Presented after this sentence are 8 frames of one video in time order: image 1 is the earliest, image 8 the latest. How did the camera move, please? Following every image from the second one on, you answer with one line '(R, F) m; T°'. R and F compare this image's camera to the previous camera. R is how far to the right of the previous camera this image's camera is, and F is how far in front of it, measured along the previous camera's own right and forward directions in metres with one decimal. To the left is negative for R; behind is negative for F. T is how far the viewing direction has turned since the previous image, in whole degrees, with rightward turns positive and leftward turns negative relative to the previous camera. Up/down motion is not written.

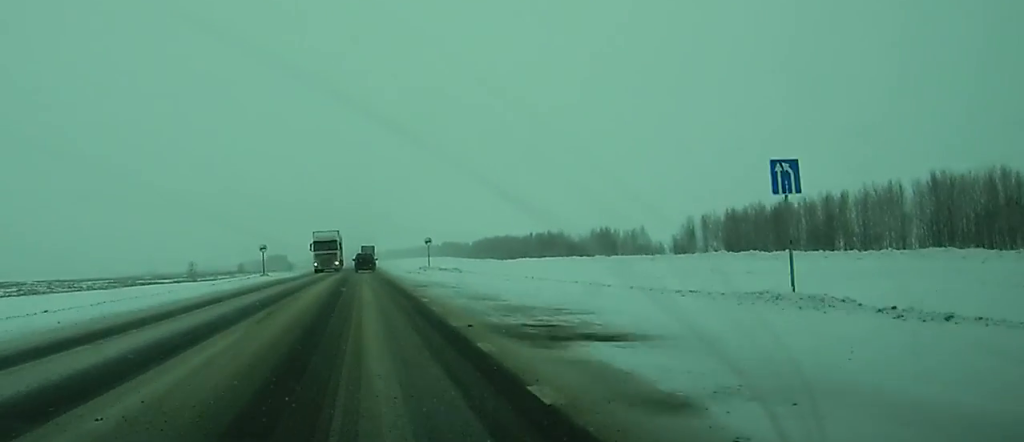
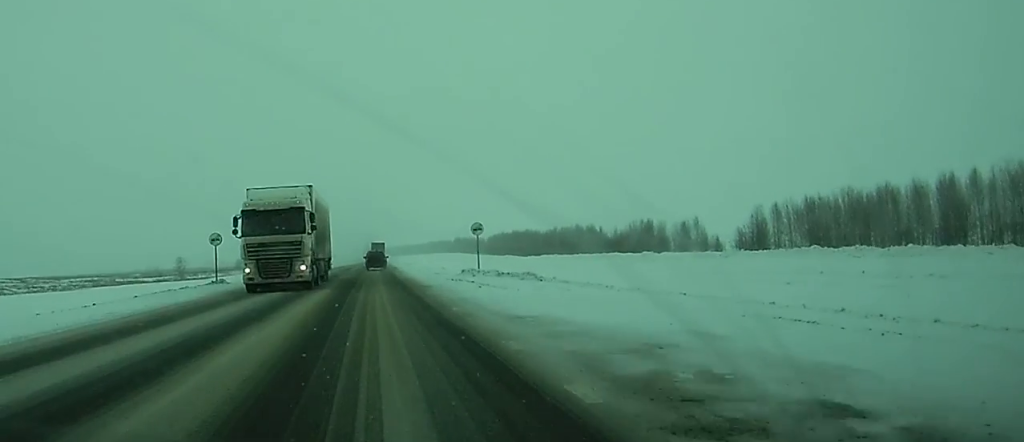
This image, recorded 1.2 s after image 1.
(0.0, +28.2) m; 0°
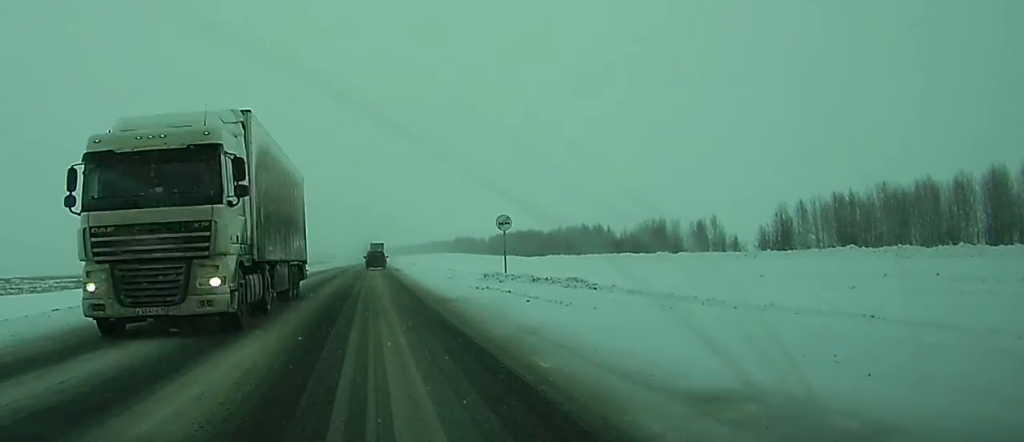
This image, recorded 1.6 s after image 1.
(0.0, +9.7) m; 0°
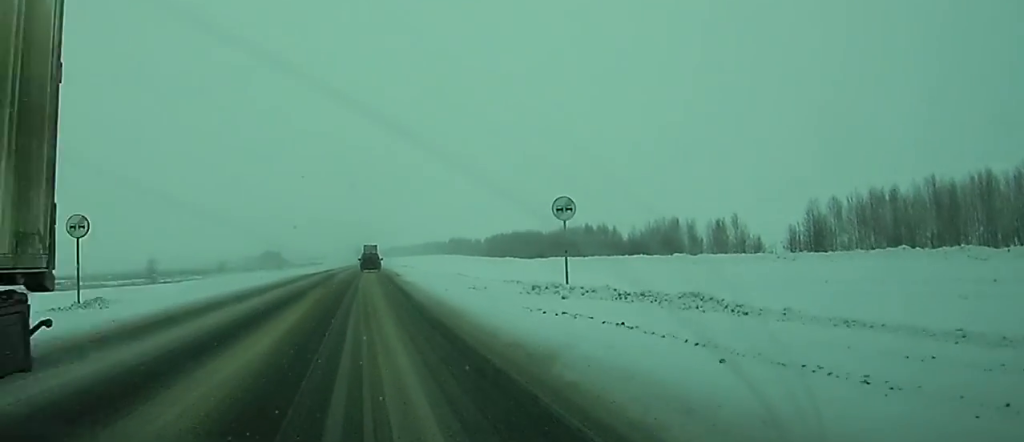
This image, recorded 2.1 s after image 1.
(0.0, +12.9) m; 0°
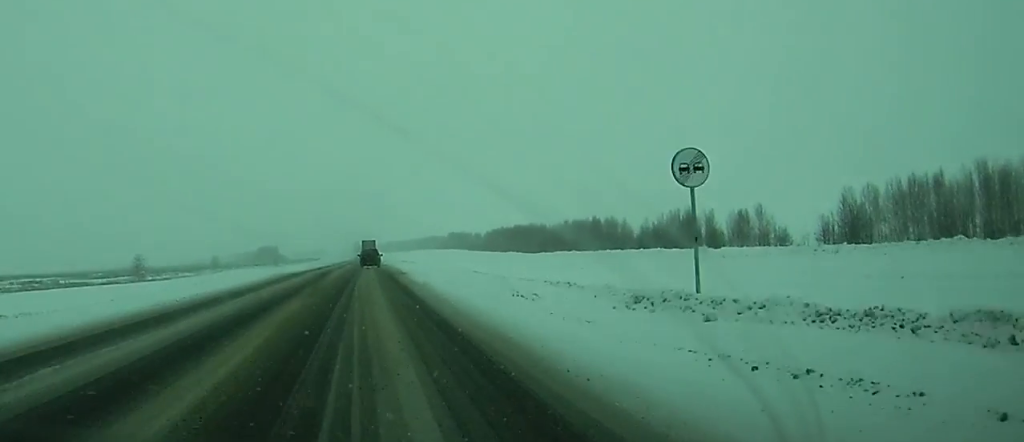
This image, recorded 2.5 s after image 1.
(0.0, +10.5) m; 0°
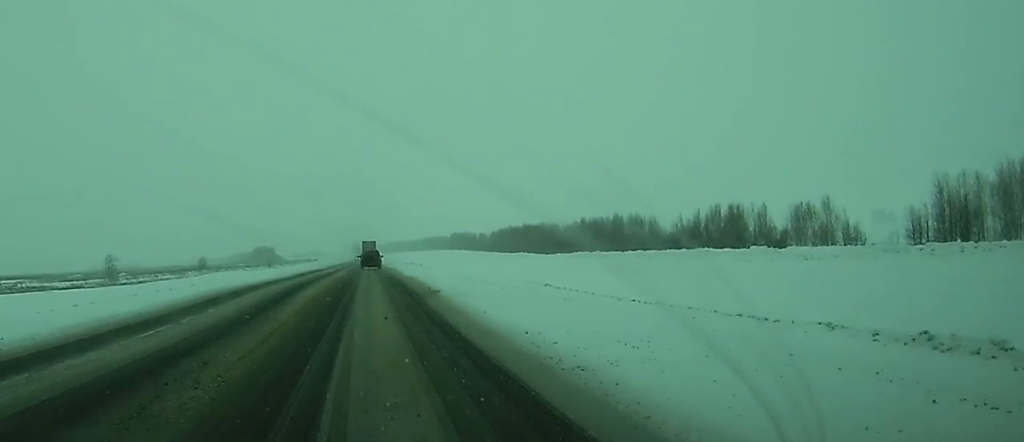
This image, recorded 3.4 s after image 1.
(0.0, +21.8) m; 0°
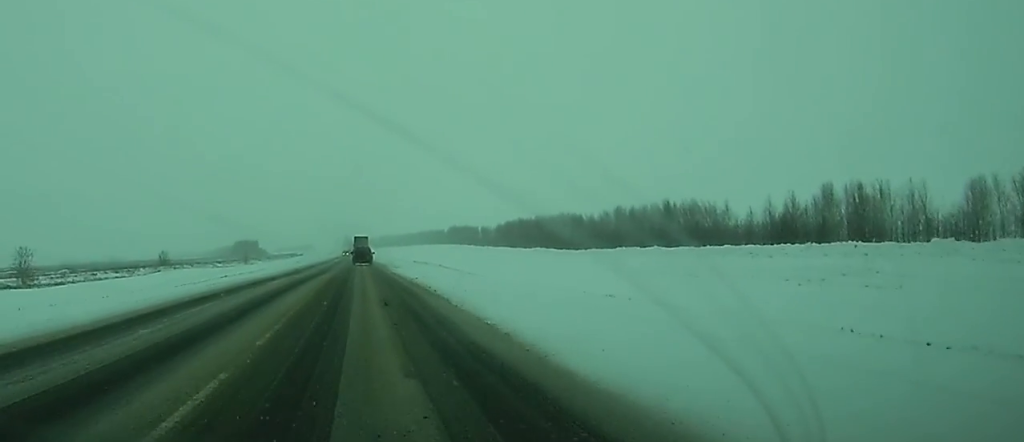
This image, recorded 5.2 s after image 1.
(+0.1, +42.7) m; 0°
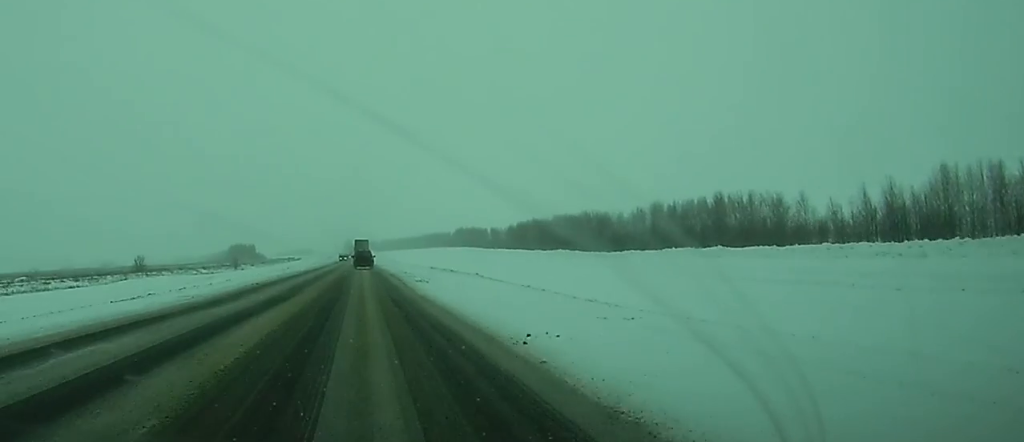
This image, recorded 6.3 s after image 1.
(0.0, +26.5) m; 0°
